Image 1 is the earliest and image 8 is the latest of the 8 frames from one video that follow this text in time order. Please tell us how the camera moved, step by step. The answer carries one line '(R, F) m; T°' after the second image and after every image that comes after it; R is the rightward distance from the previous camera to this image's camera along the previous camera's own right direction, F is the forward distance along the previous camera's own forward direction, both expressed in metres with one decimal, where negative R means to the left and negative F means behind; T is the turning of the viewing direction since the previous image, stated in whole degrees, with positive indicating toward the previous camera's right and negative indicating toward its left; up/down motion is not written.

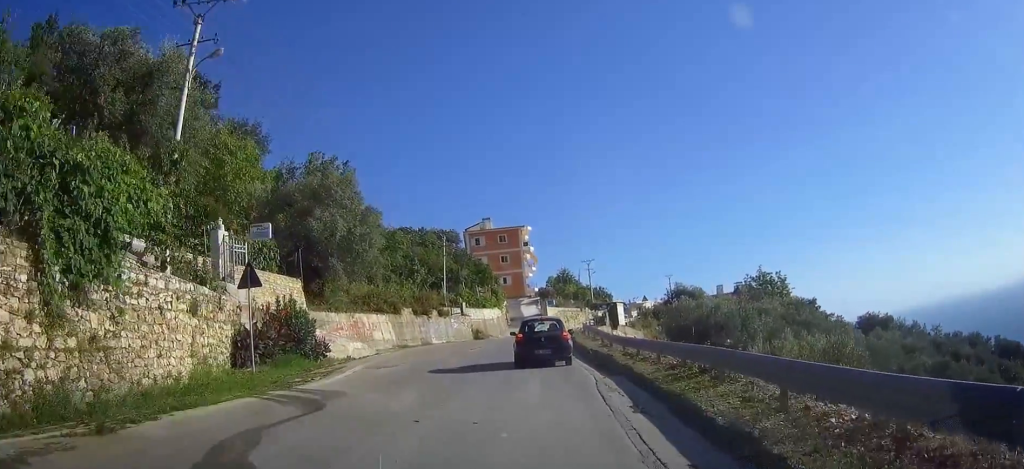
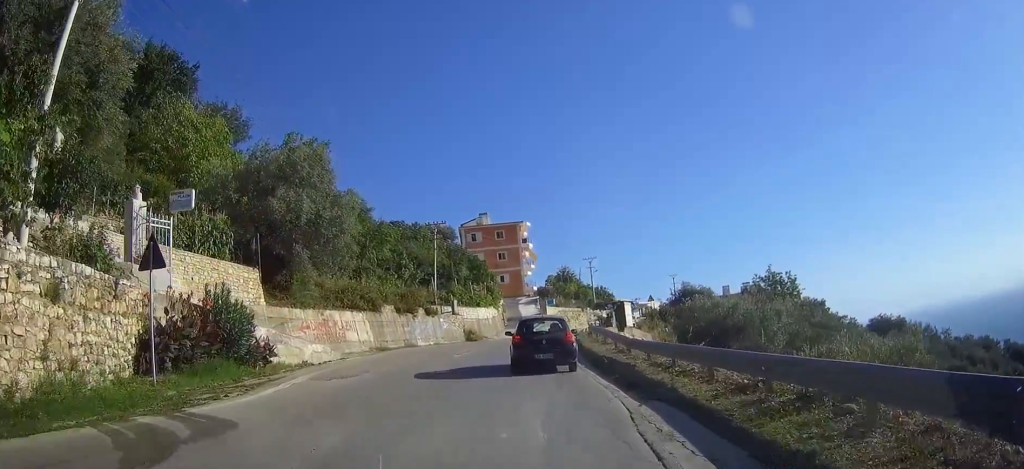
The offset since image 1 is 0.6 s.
(0.0, +5.4) m; 0°
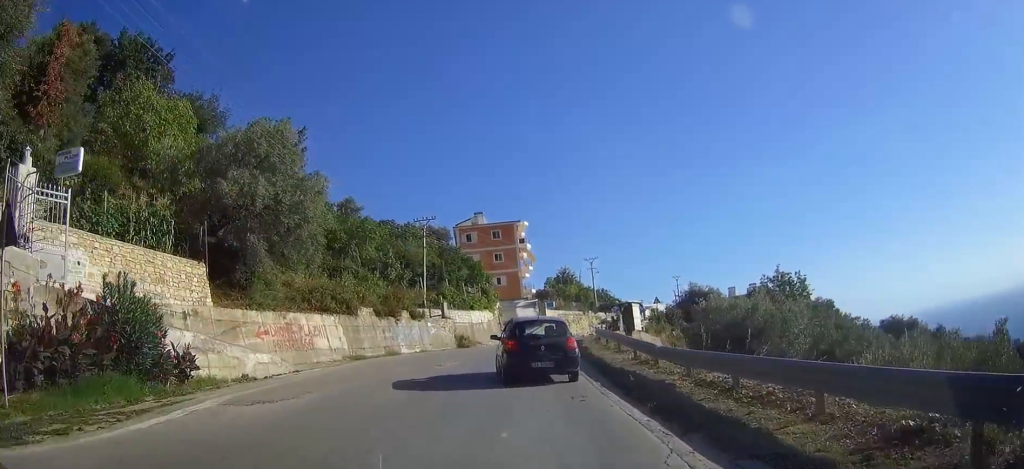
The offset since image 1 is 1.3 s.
(0.0, +5.4) m; -1°
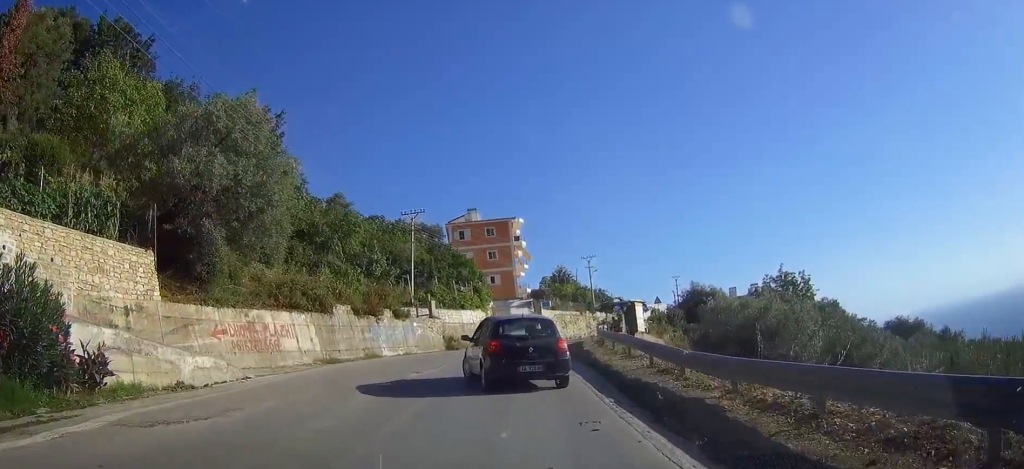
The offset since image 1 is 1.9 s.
(-0.1, +3.4) m; -2°
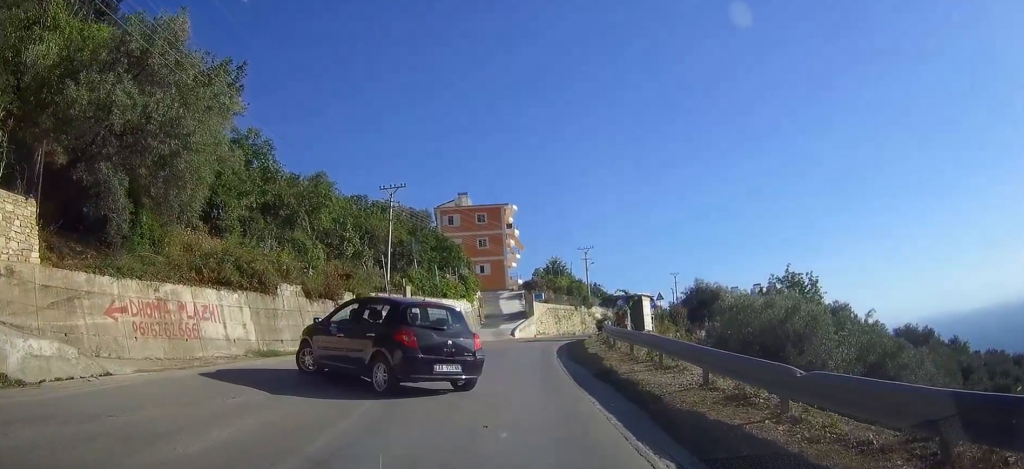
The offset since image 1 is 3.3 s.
(-0.2, +6.4) m; -2°
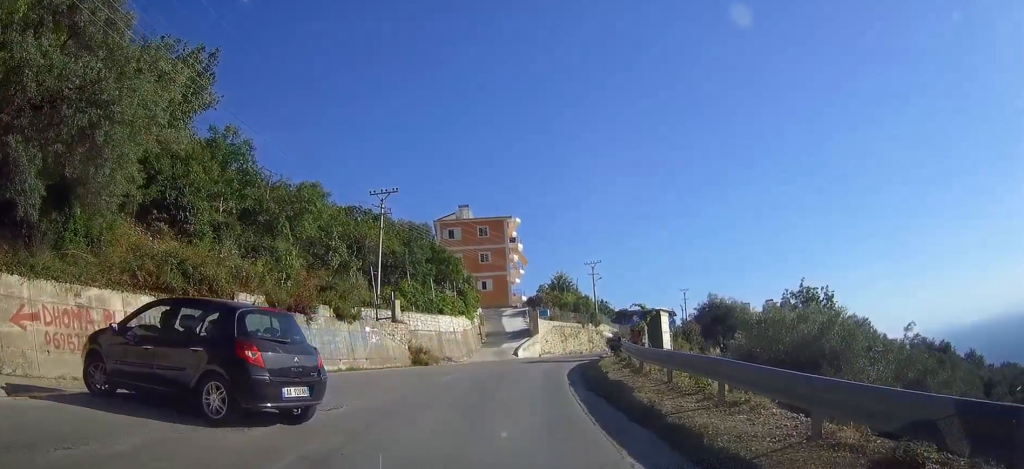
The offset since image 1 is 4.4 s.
(+0.1, +4.4) m; +3°
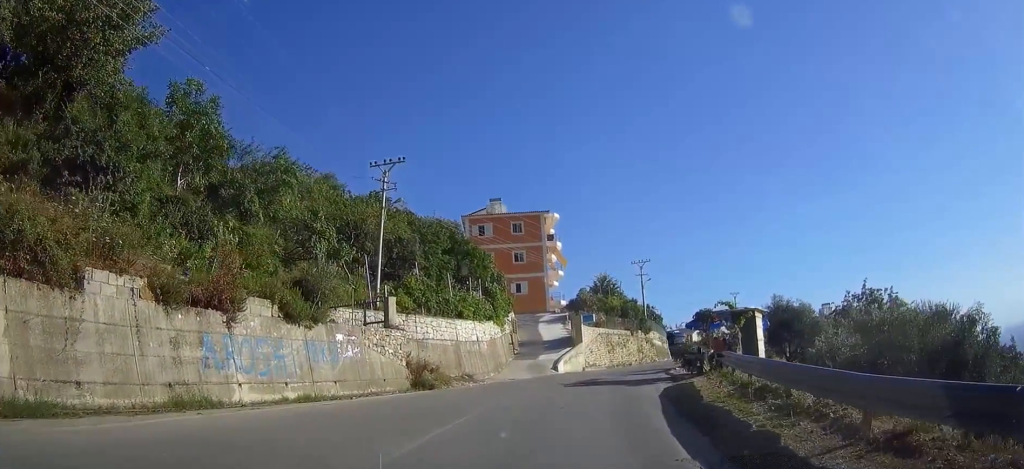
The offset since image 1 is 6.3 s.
(-0.1, +8.8) m; -2°
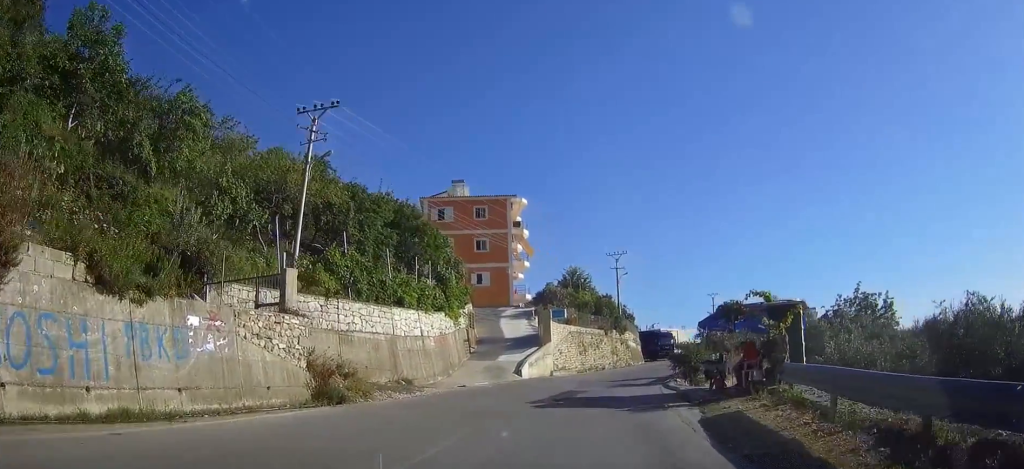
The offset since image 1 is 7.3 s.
(+0.1, +6.7) m; +3°
